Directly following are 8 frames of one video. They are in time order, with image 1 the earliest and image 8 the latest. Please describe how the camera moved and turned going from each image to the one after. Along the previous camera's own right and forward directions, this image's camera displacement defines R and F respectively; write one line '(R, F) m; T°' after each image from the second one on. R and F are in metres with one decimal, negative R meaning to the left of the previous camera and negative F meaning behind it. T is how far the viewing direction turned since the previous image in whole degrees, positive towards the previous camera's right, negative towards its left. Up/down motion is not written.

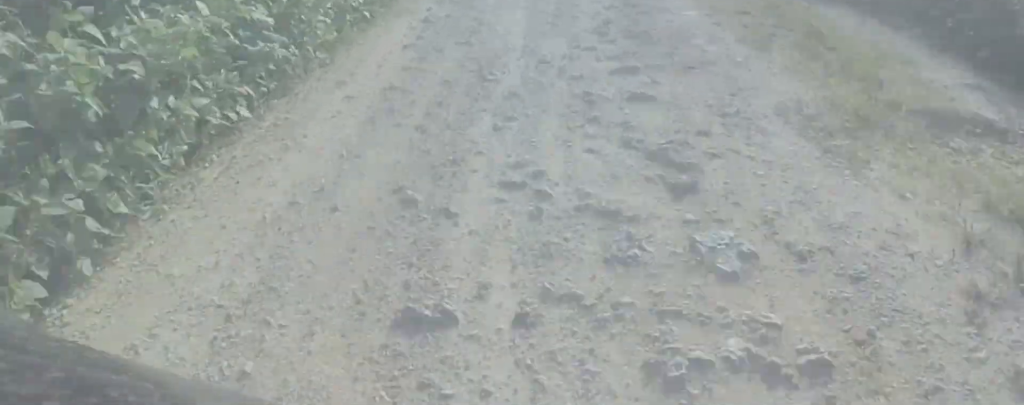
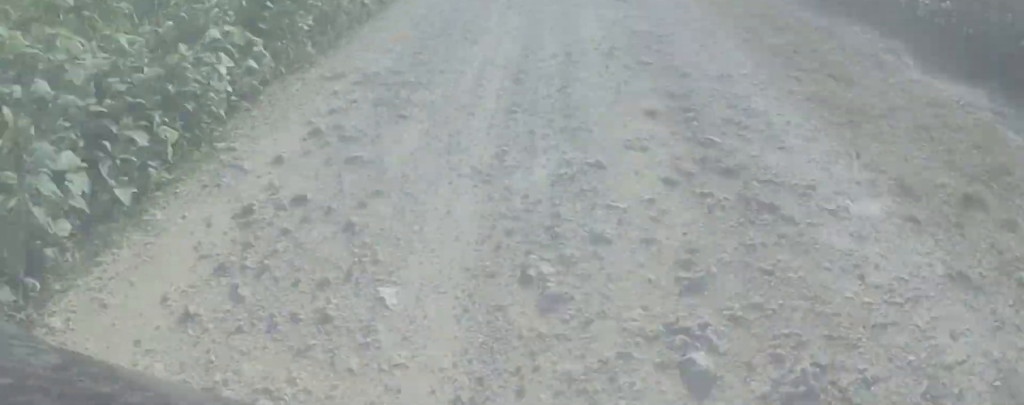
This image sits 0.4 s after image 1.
(-0.3, +3.2) m; 0°
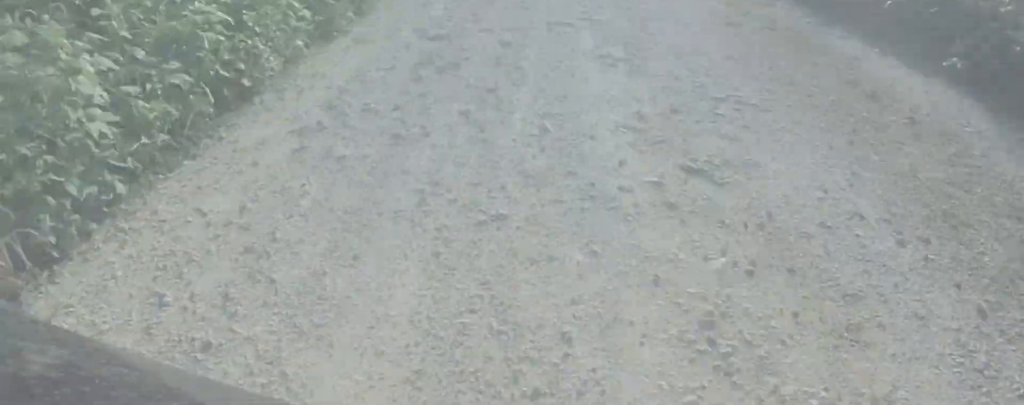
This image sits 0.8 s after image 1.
(-0.4, +3.5) m; 0°
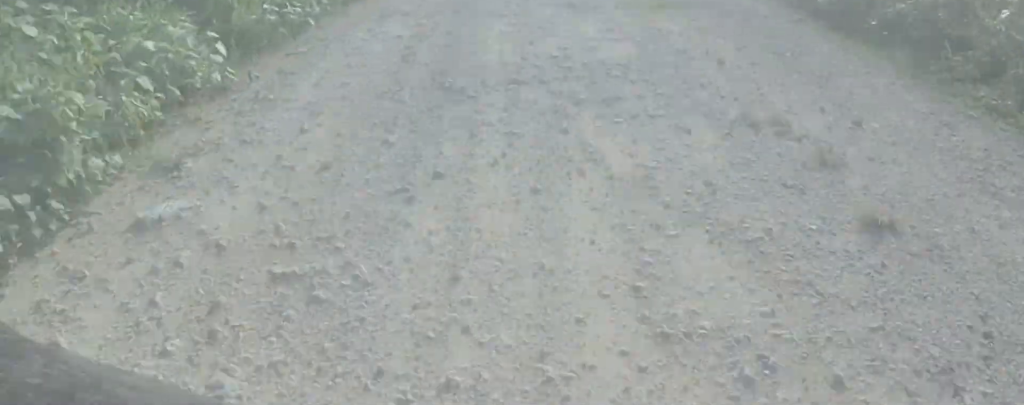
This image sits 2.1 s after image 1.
(+0.8, +10.3) m; 0°
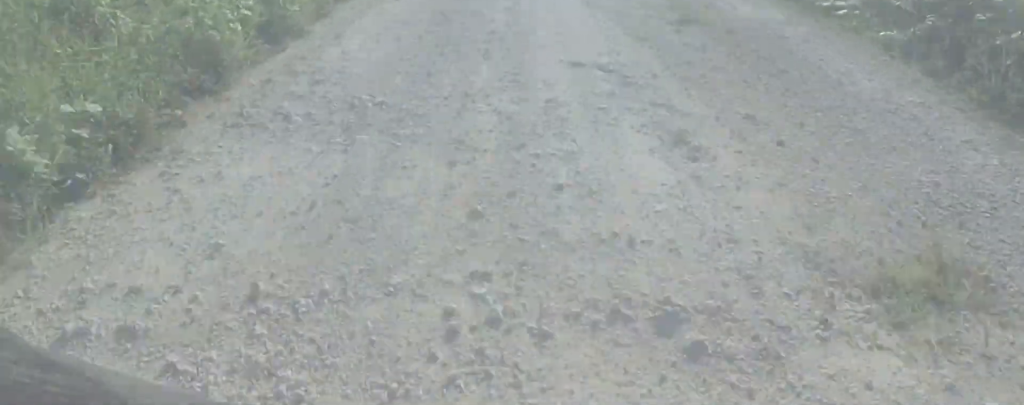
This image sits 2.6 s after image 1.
(-0.5, +4.3) m; 0°
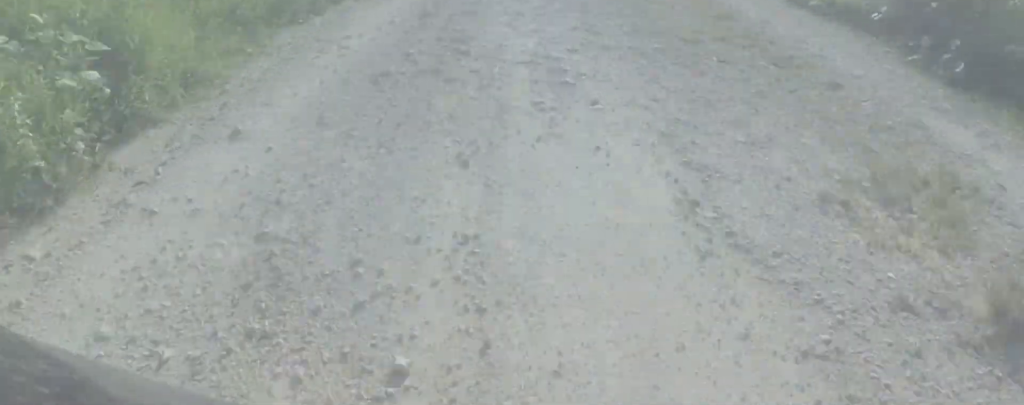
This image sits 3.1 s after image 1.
(-0.5, +3.8) m; 0°
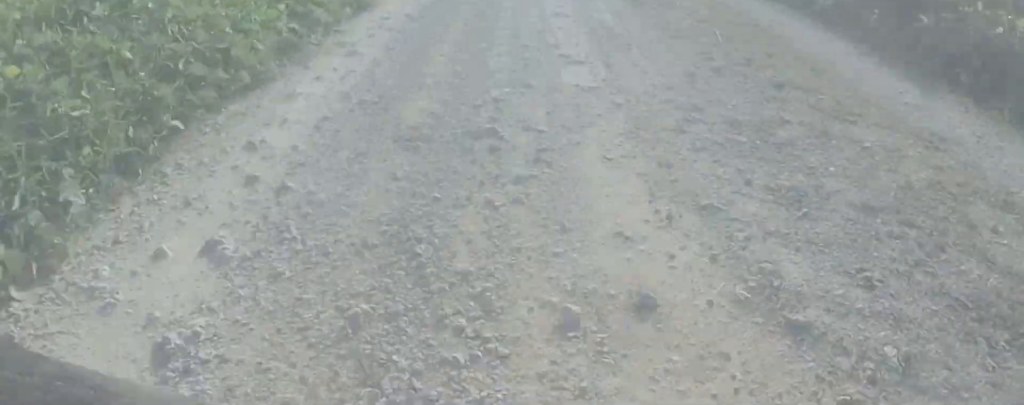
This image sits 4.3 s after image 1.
(+0.6, +10.4) m; -2°
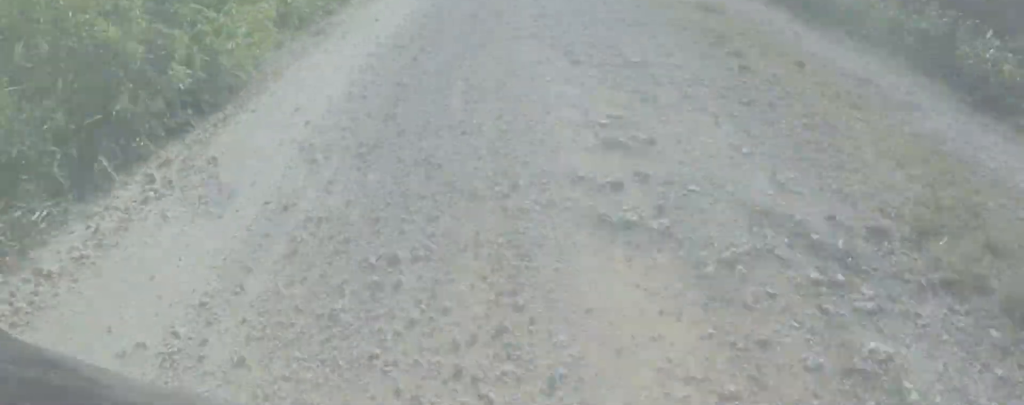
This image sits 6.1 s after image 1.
(+0.6, +14.8) m; +1°
